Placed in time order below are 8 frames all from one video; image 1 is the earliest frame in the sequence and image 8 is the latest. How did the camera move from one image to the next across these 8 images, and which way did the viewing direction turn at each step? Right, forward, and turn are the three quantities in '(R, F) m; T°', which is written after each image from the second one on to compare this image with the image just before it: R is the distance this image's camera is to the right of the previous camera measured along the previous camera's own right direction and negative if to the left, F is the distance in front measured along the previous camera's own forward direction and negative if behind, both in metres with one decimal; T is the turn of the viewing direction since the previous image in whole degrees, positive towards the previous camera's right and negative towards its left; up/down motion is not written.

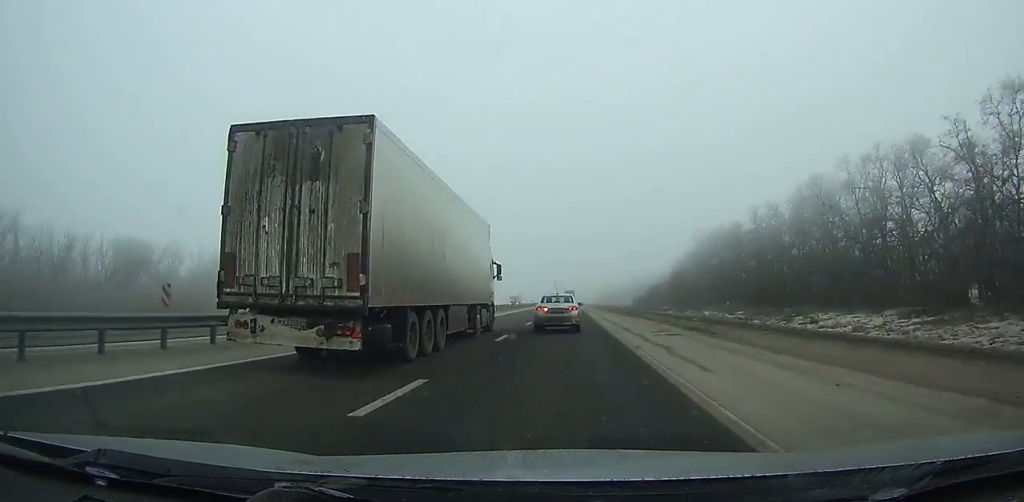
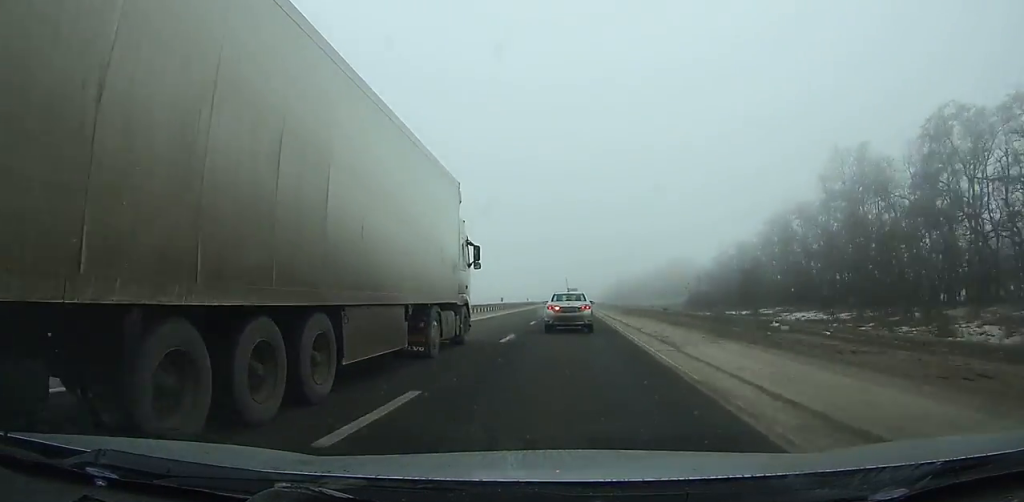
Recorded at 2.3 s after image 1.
(-0.4, +61.4) m; 0°
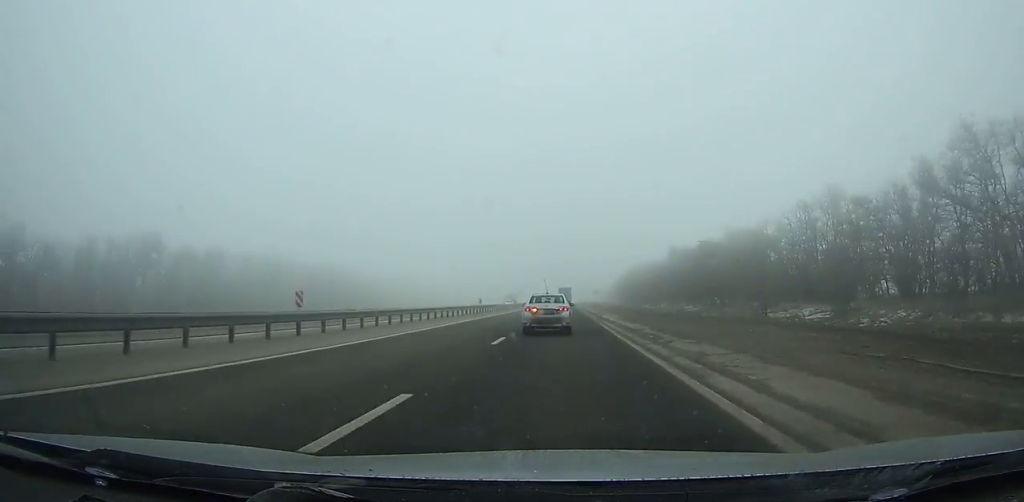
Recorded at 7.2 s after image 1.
(+0.2, +131.8) m; 0°
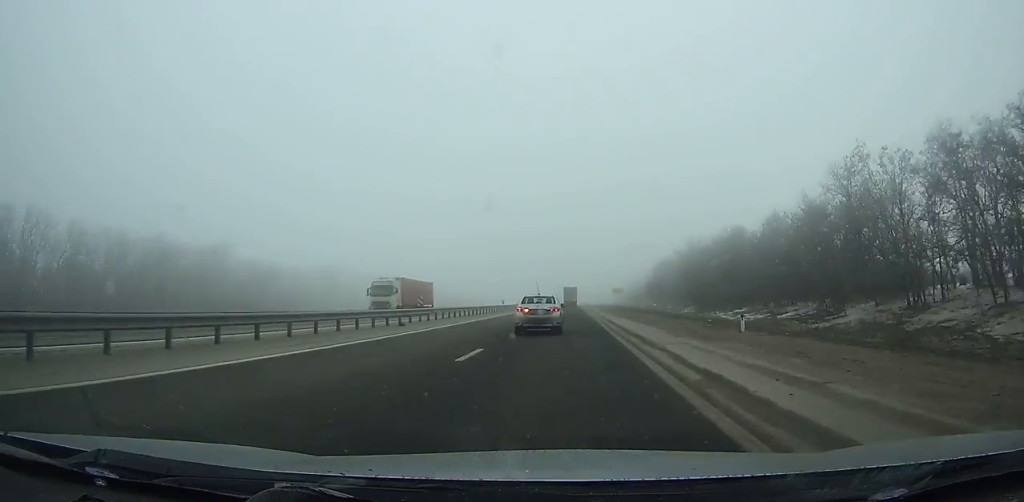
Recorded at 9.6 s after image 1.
(0.0, +64.9) m; 0°
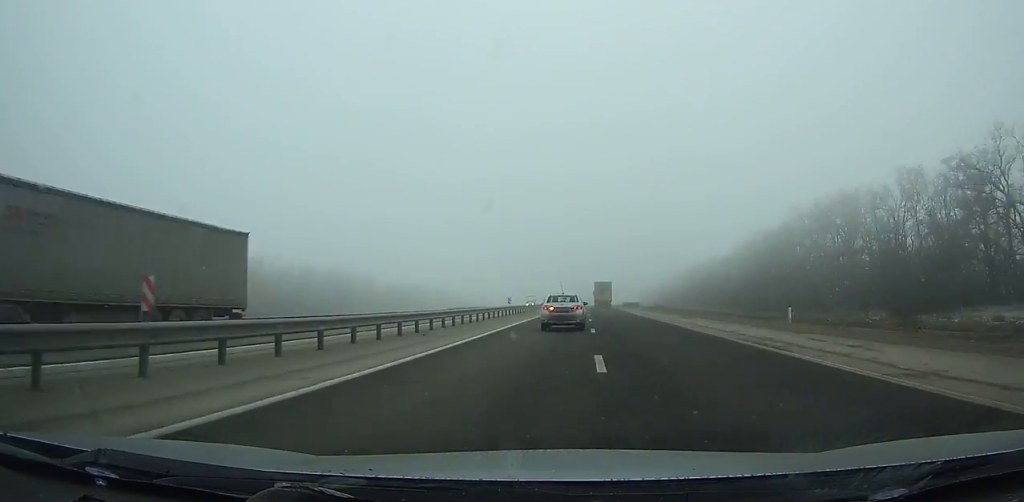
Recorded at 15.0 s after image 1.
(-1.4, +146.2) m; 0°
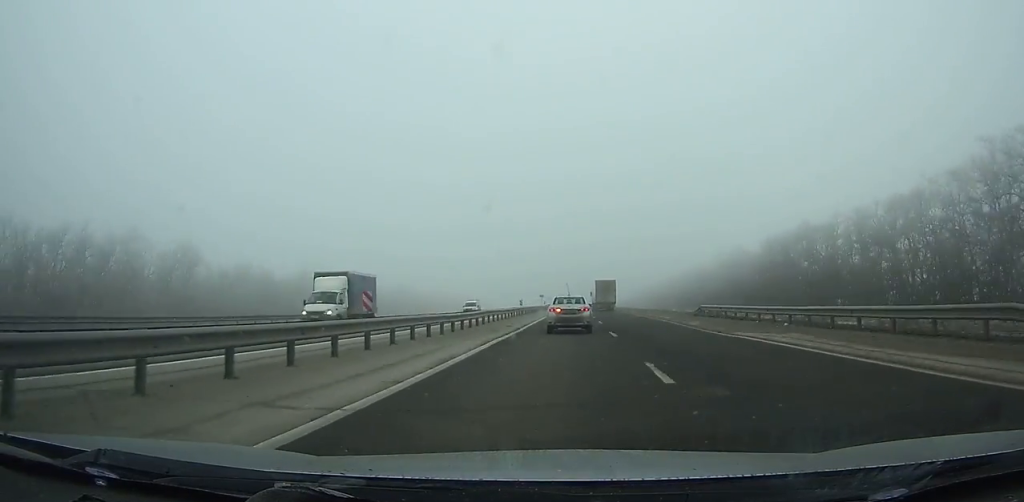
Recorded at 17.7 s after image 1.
(+0.6, +72.4) m; +1°
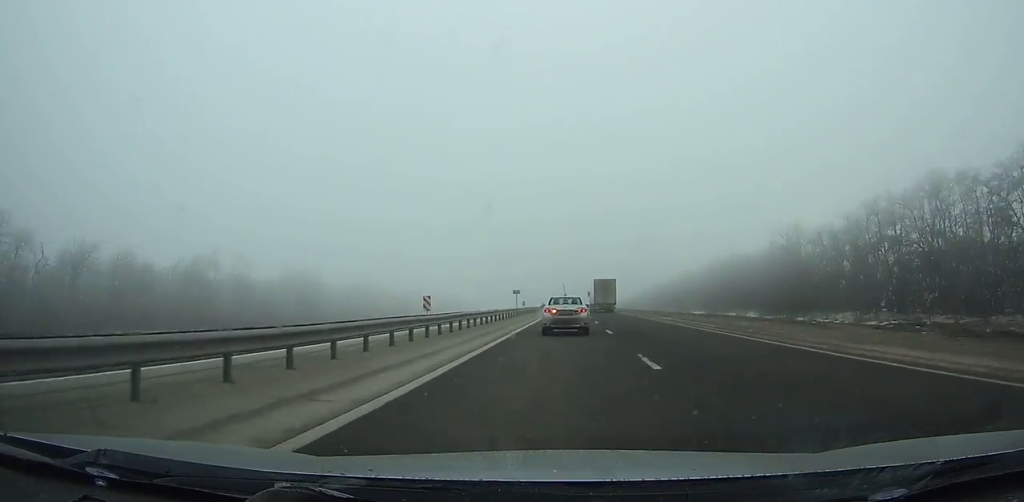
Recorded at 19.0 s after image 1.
(+0.1, +34.5) m; 0°
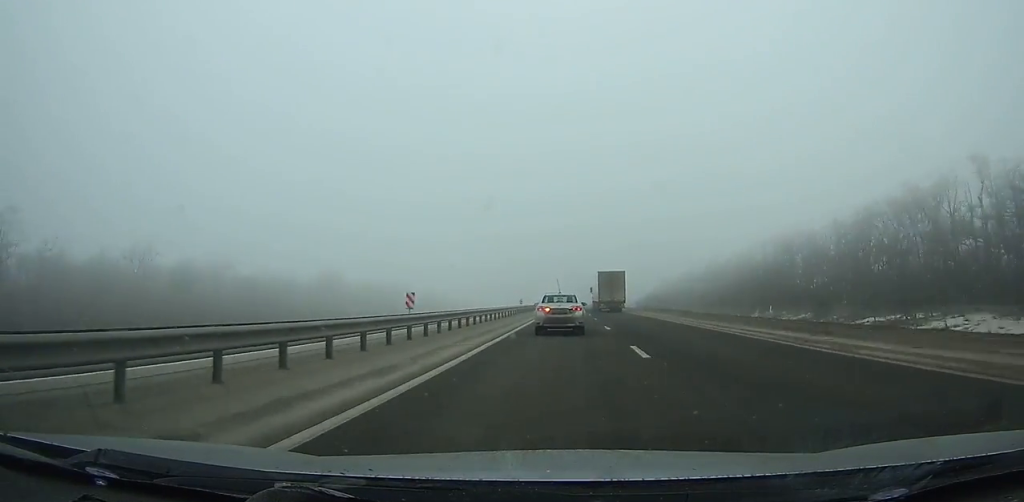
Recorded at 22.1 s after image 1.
(+0.2, +82.1) m; 0°
